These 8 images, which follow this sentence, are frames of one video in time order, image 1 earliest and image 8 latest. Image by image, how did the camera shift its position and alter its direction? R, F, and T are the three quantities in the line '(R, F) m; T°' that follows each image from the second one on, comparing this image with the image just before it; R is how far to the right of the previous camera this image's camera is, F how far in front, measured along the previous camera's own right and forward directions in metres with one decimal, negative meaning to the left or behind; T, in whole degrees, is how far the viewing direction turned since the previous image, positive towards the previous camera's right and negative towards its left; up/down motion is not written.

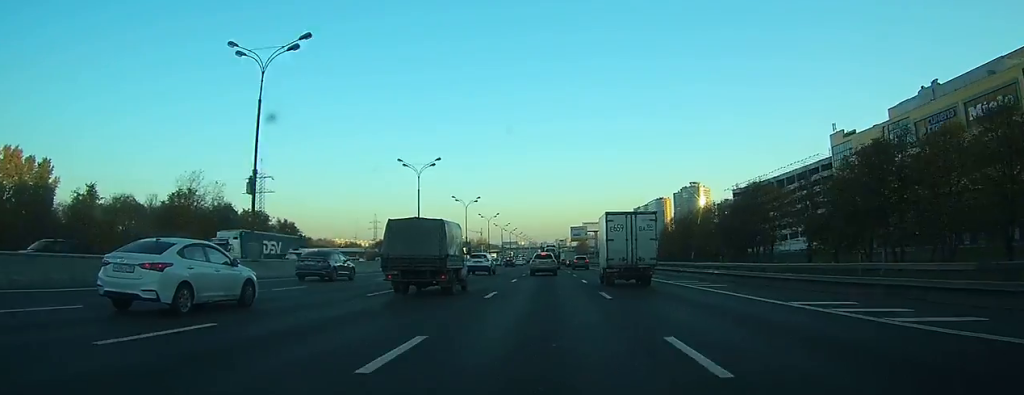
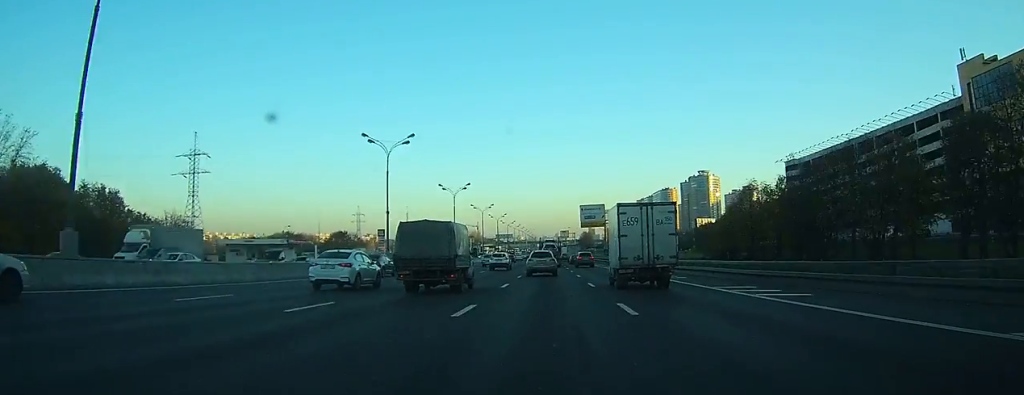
(-0.2, +52.1) m; -1°
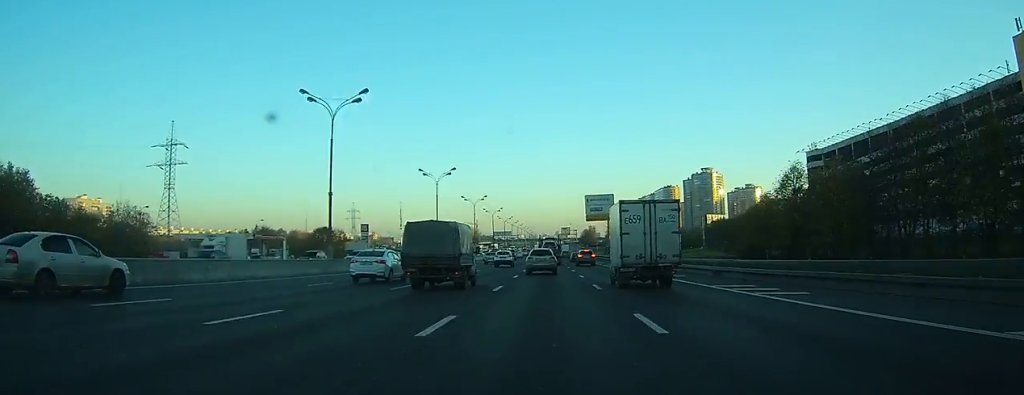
(-0.1, +15.0) m; 0°
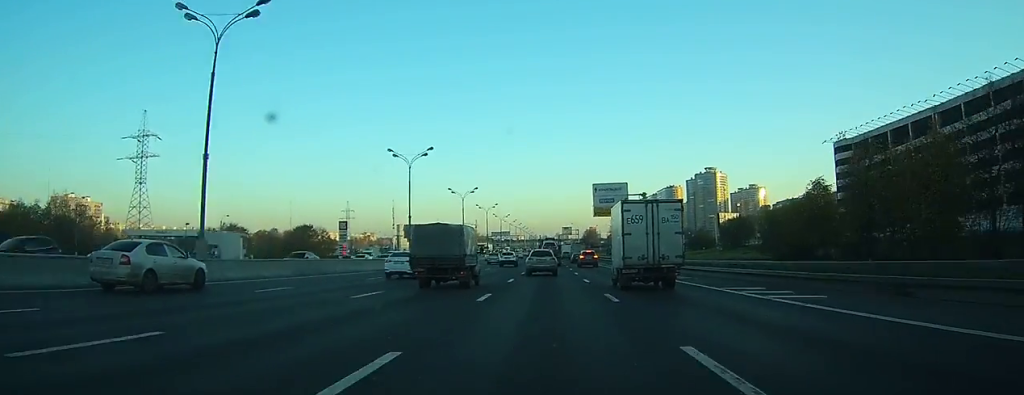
(0.0, +16.5) m; 0°
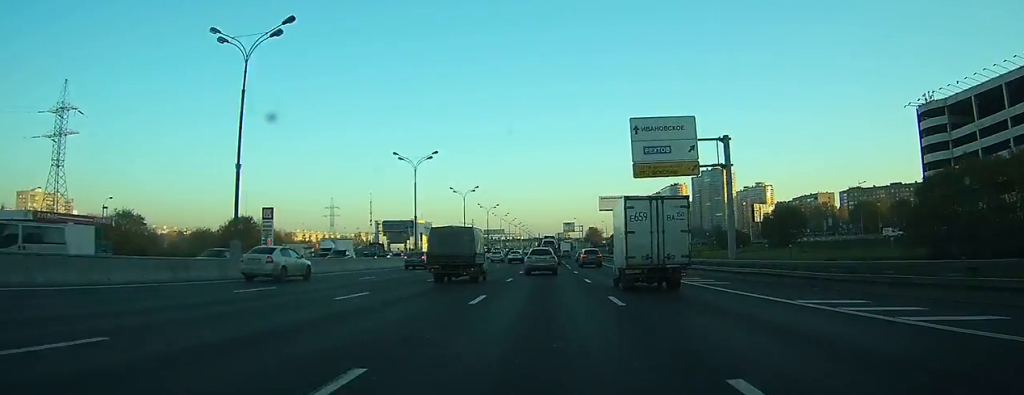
(0.0, +38.9) m; 0°
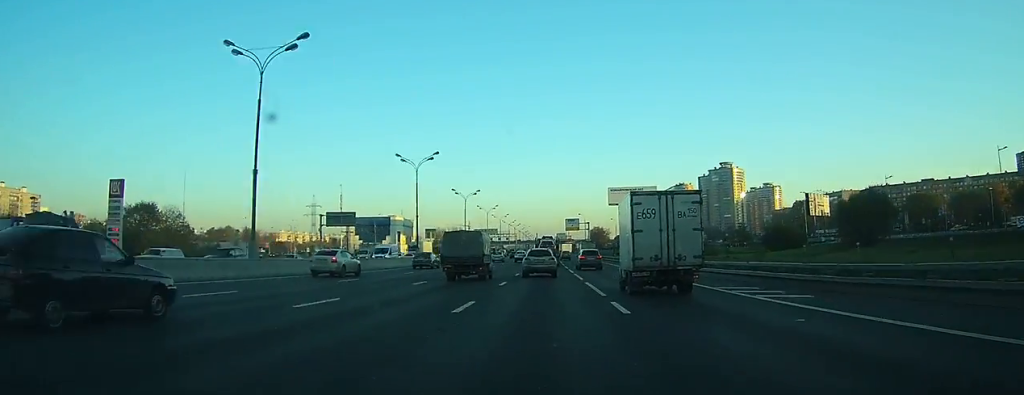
(+0.2, +38.8) m; 0°
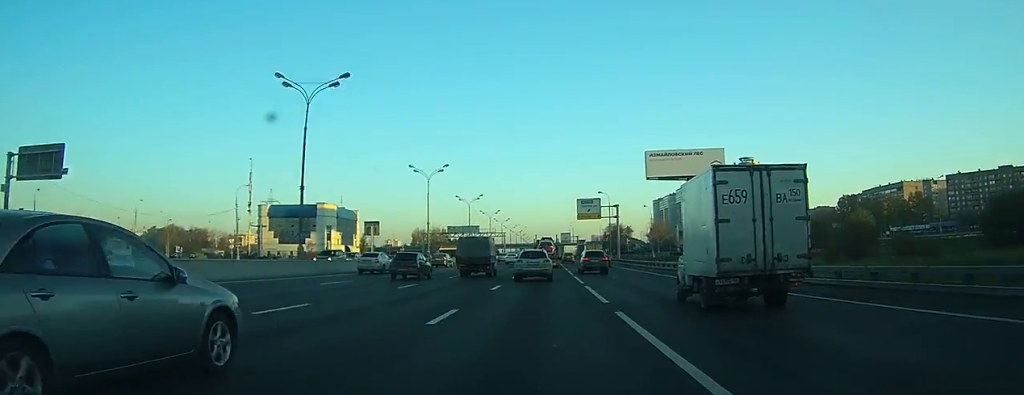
(-0.1, +68.9) m; 0°
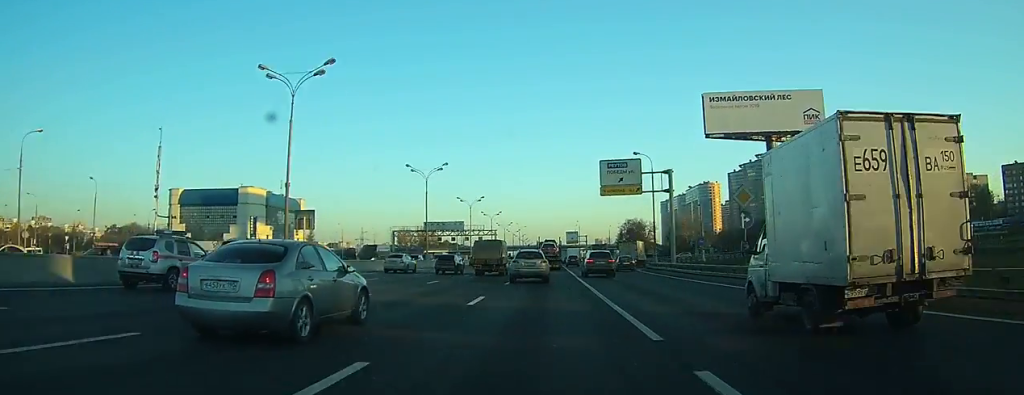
(0.0, +40.0) m; 0°
